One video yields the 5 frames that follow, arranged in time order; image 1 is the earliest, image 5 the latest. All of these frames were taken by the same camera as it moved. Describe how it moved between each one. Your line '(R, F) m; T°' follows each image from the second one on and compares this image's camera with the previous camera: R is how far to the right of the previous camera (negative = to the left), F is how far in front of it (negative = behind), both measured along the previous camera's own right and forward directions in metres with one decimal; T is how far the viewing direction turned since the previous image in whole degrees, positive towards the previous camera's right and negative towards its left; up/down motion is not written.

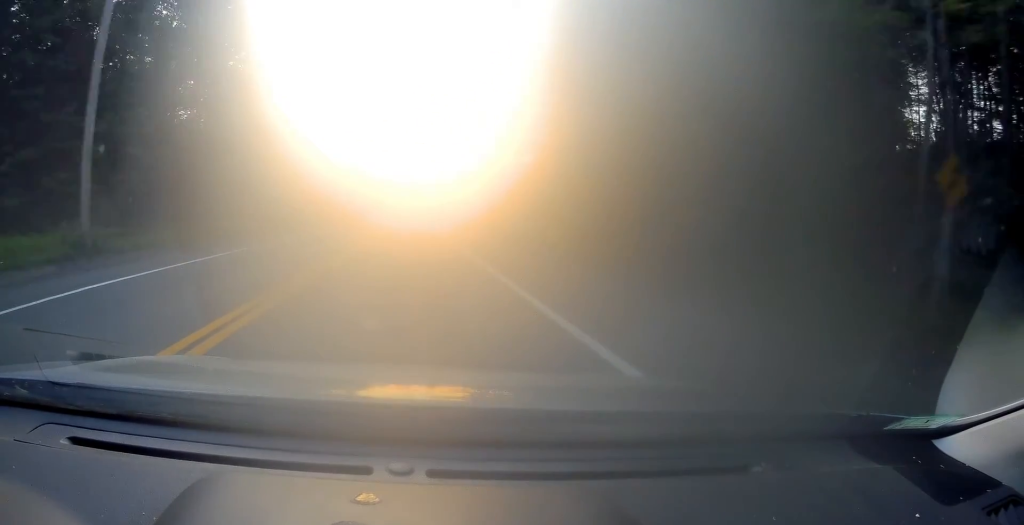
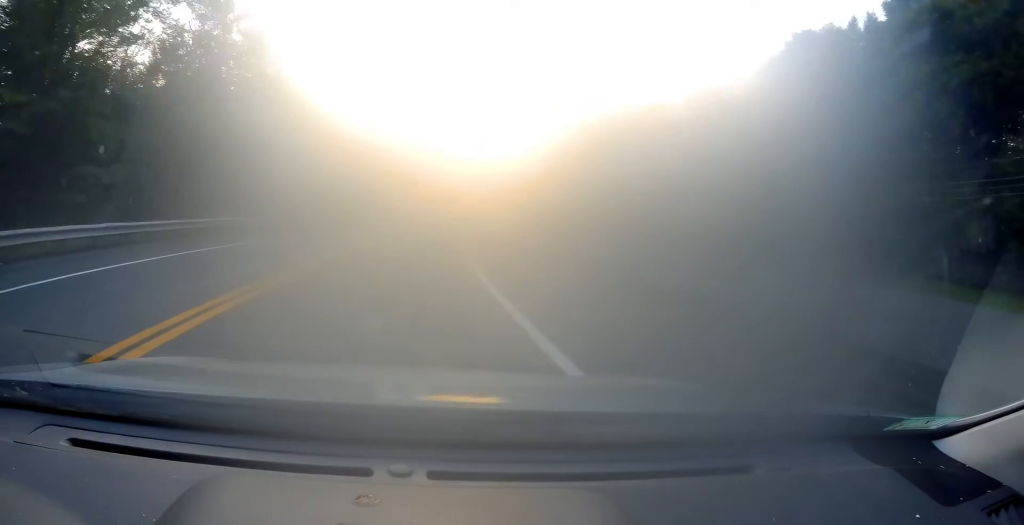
(0.0, +118.2) m; +4°
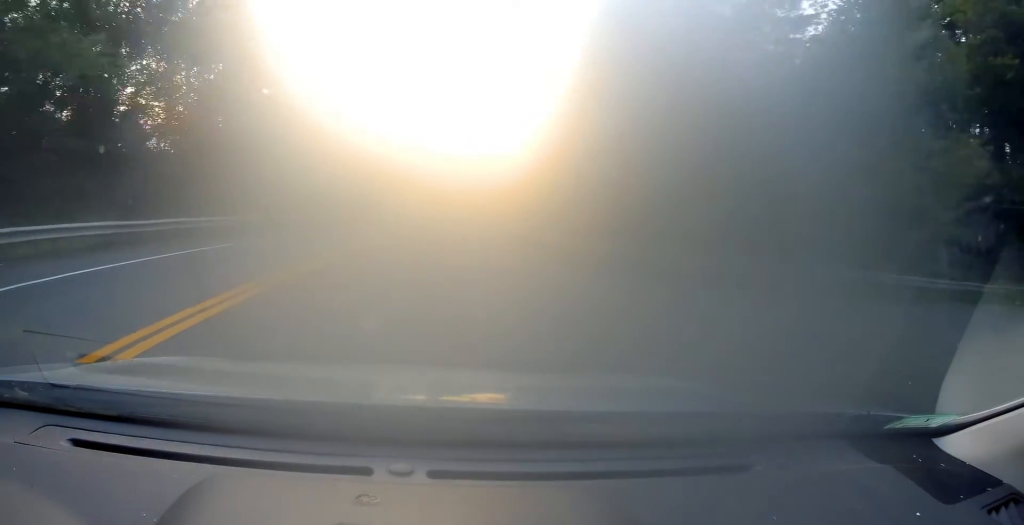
(+1.2, +27.8) m; +6°
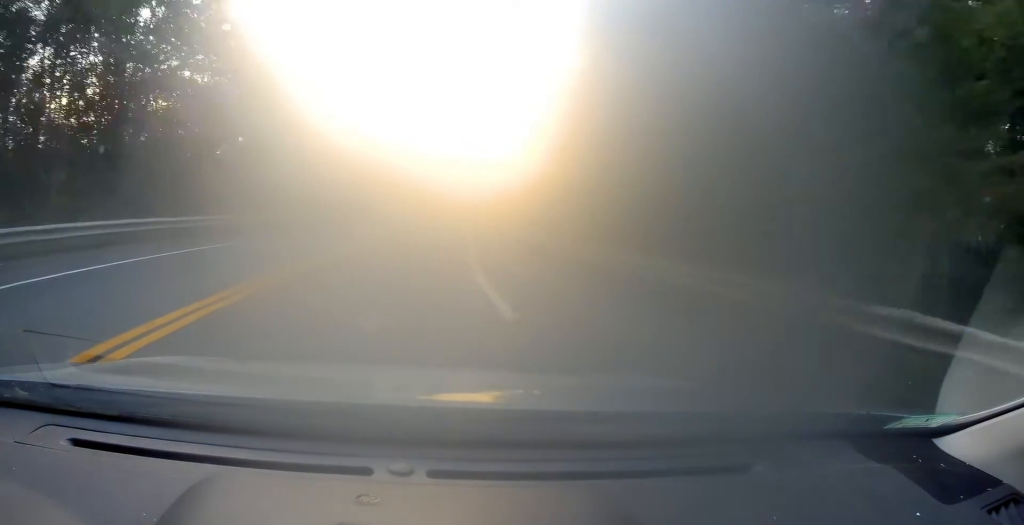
(+0.1, +11.6) m; +3°
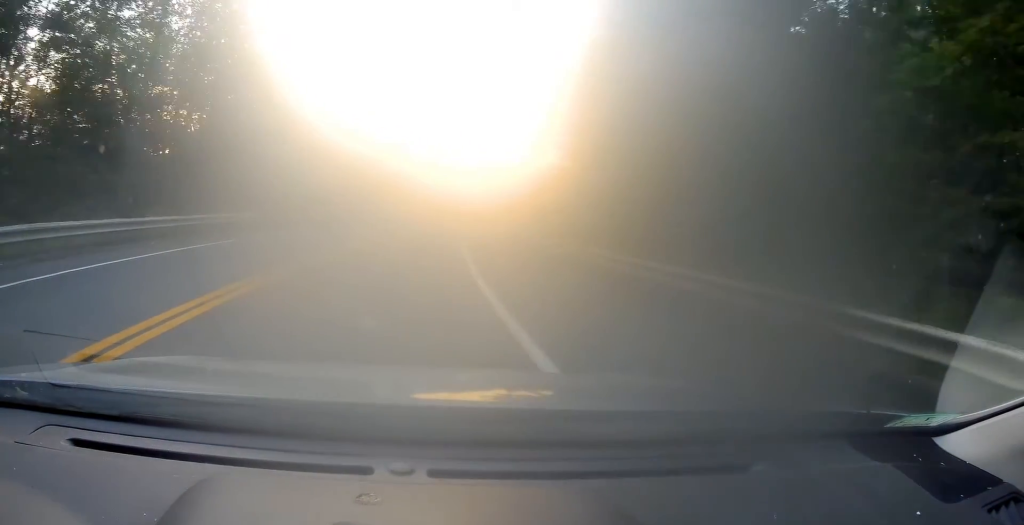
(+0.5, +10.2) m; +2°
